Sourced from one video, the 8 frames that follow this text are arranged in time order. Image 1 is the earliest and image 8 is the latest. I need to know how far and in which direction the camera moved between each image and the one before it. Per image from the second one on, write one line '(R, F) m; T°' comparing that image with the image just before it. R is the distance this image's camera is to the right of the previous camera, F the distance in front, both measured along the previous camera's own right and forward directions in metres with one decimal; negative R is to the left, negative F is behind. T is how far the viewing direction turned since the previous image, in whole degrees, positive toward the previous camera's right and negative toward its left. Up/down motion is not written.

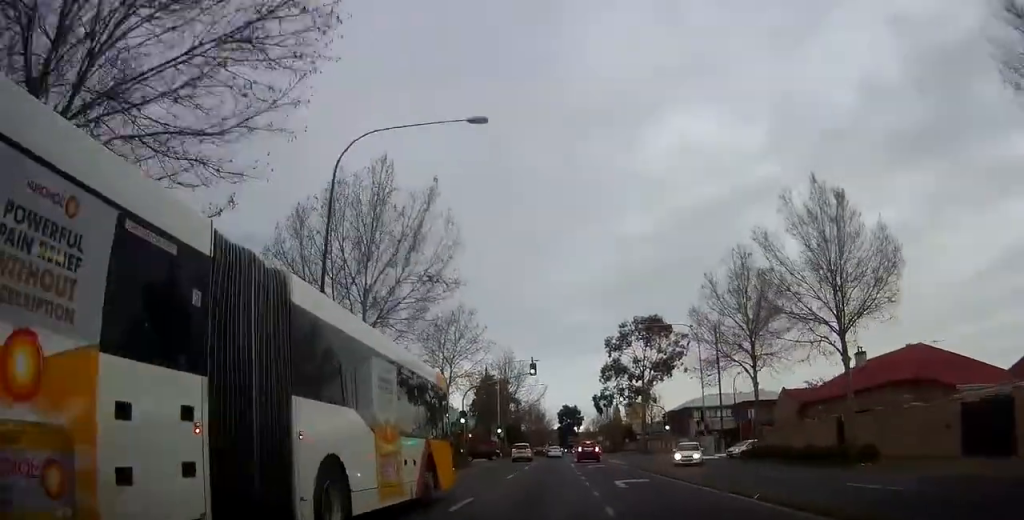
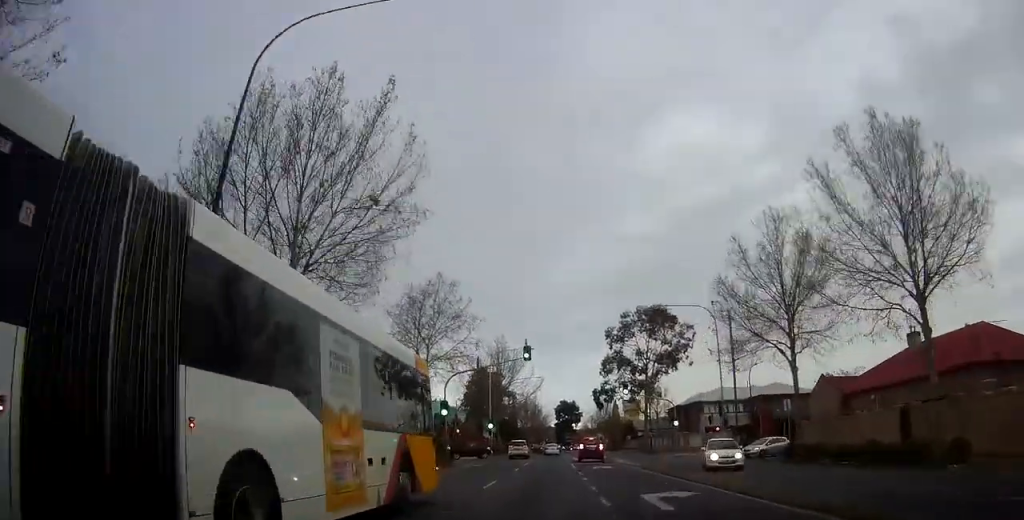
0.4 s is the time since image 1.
(+0.4, +6.8) m; 0°
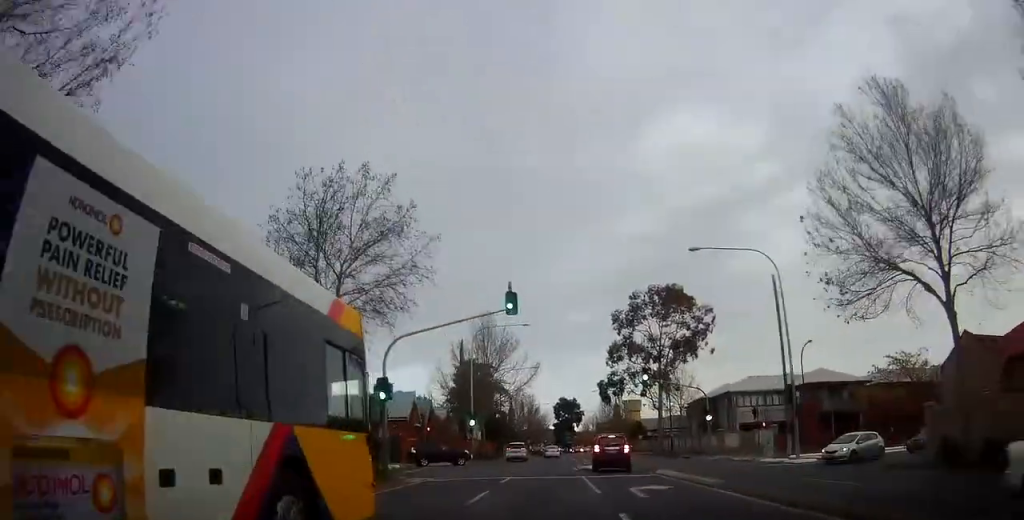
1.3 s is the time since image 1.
(-0.2, +14.3) m; -1°
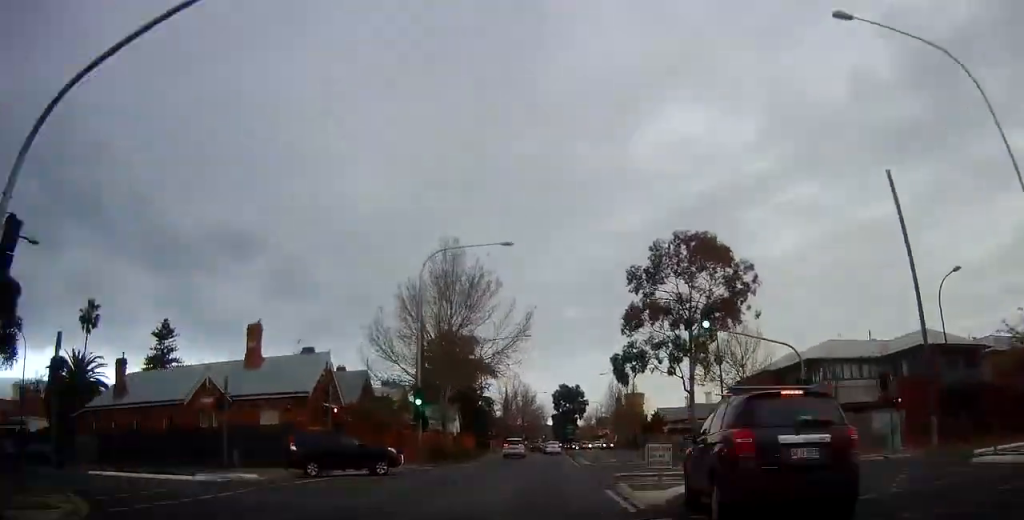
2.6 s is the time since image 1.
(-0.1, +20.8) m; -1°
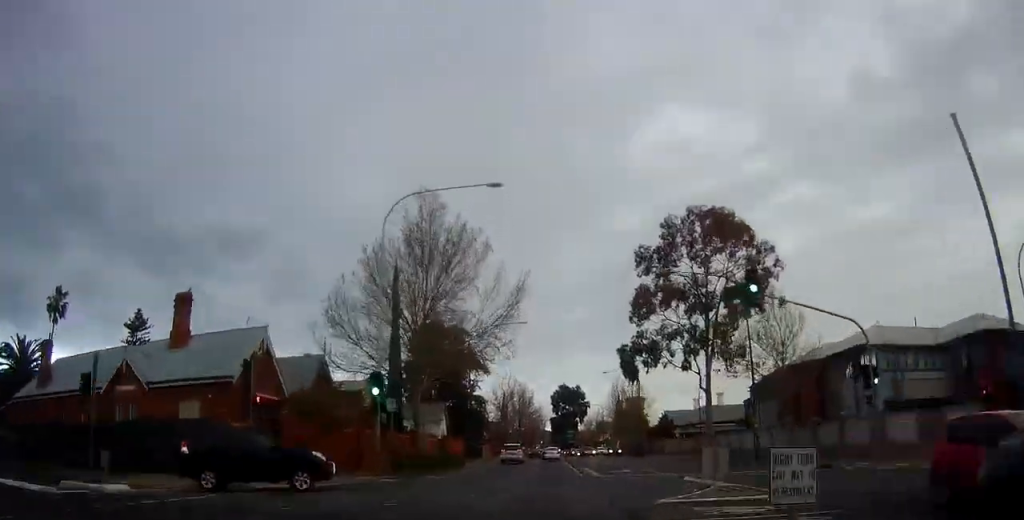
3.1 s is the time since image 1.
(0.0, +7.8) m; 0°
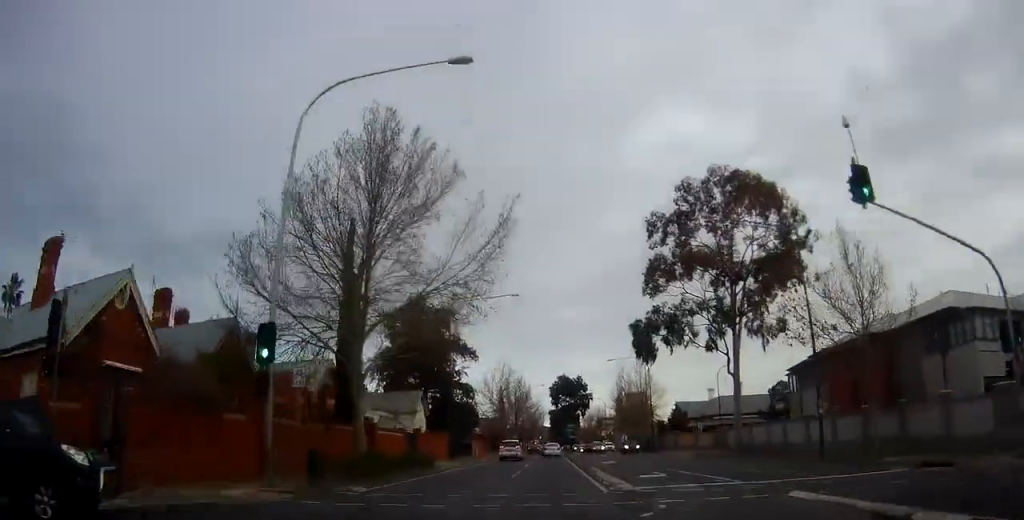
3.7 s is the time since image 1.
(-0.3, +10.0) m; +1°
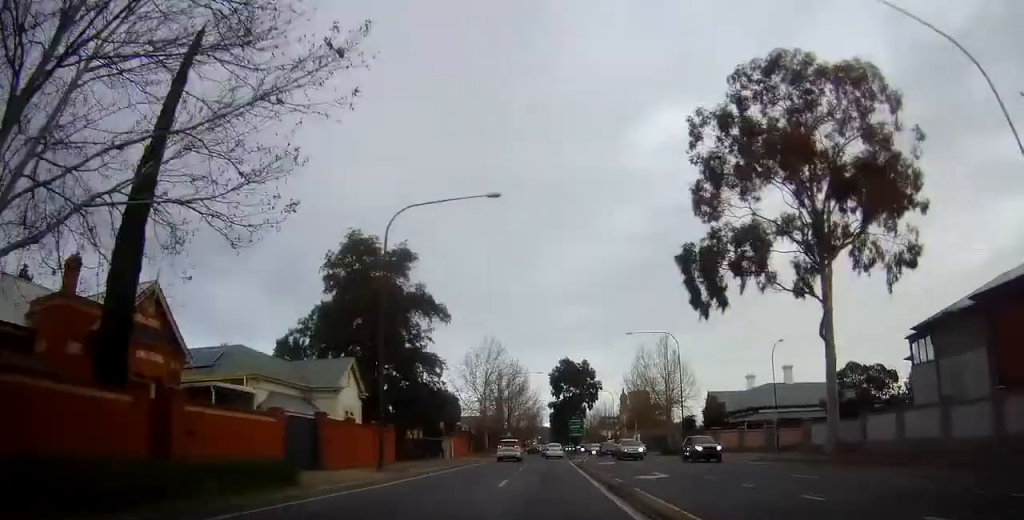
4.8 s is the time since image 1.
(+0.8, +18.1) m; +2°
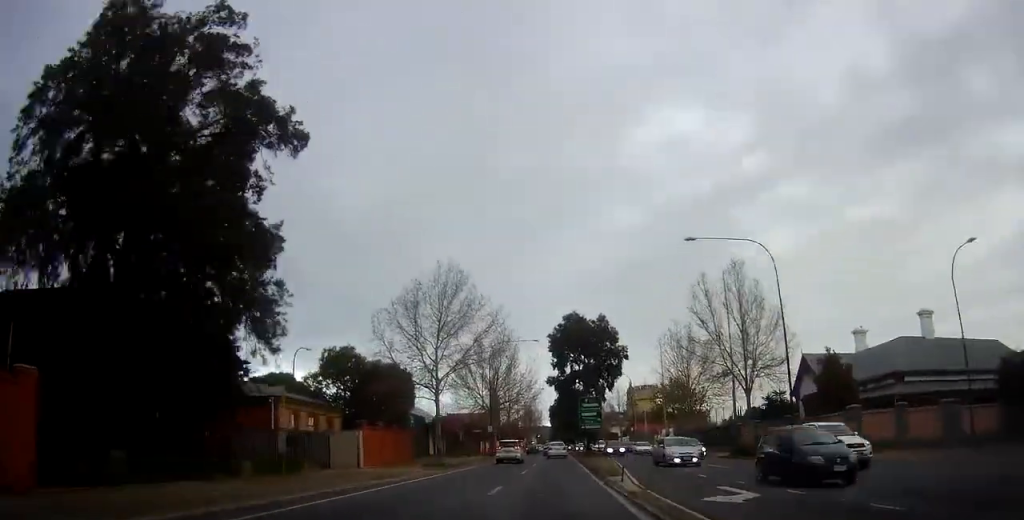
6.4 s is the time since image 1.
(-1.3, +27.4) m; -2°
